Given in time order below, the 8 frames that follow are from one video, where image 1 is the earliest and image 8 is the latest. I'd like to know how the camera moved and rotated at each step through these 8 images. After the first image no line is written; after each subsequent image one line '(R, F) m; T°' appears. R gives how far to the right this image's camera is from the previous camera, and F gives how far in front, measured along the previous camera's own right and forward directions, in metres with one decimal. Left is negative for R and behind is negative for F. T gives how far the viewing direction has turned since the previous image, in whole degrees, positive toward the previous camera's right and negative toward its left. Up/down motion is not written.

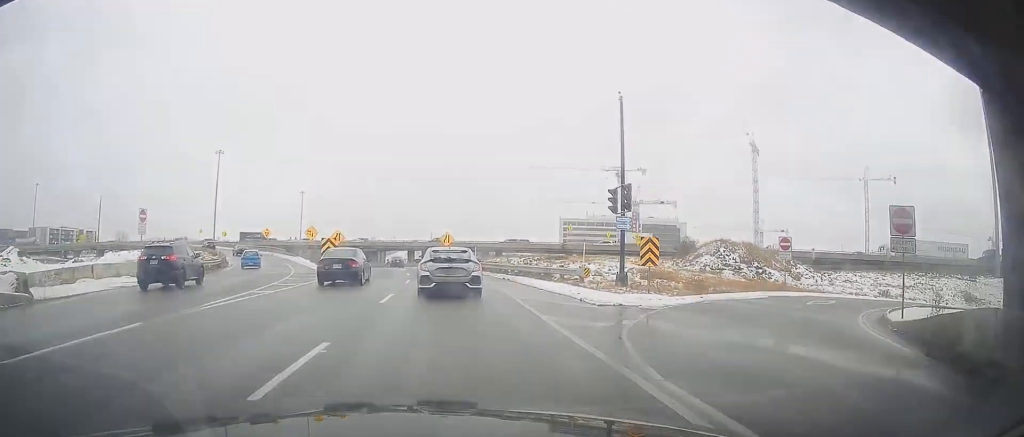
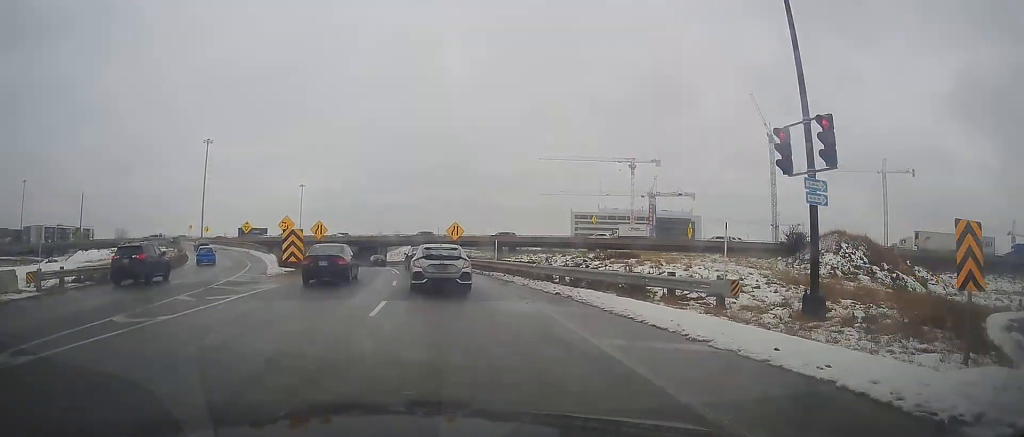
(-0.1, +11.7) m; -2°
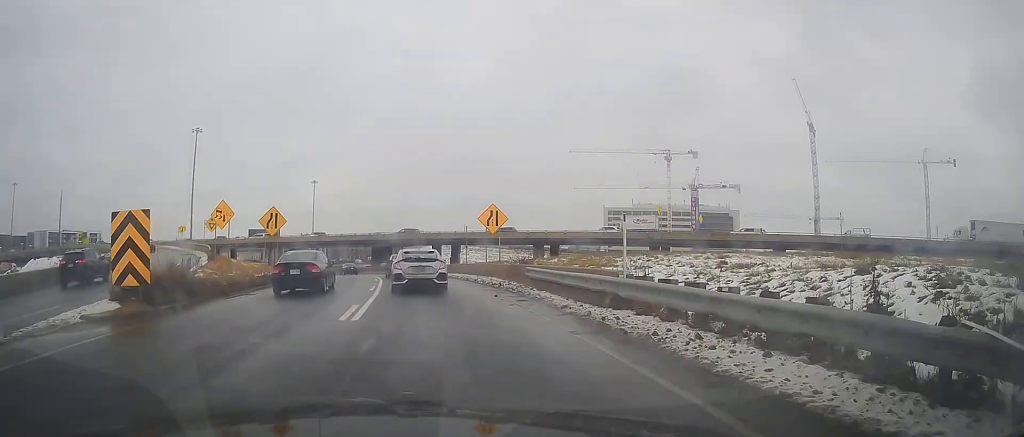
(-0.6, +18.9) m; -3°
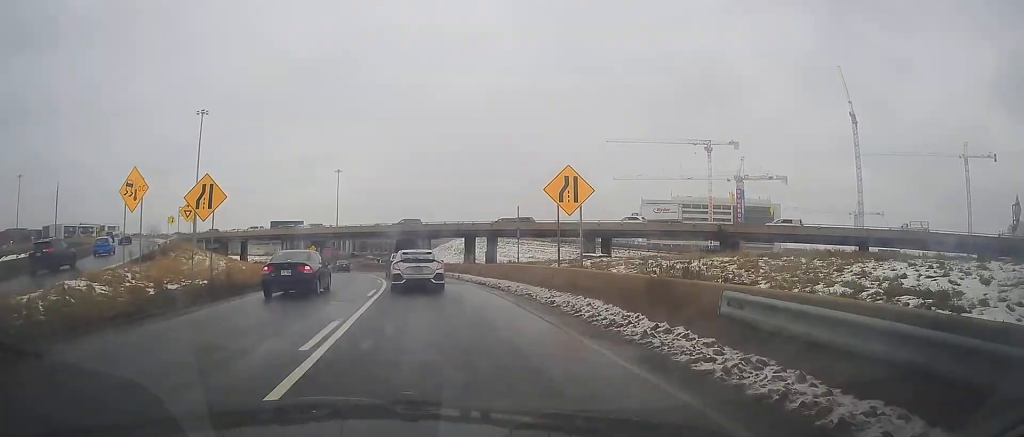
(-0.2, +12.4) m; -3°
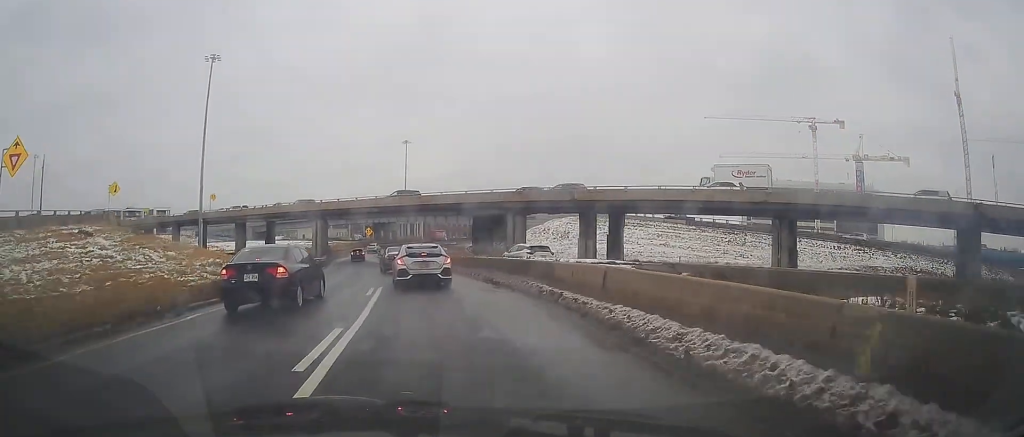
(-2.1, +28.1) m; -9°
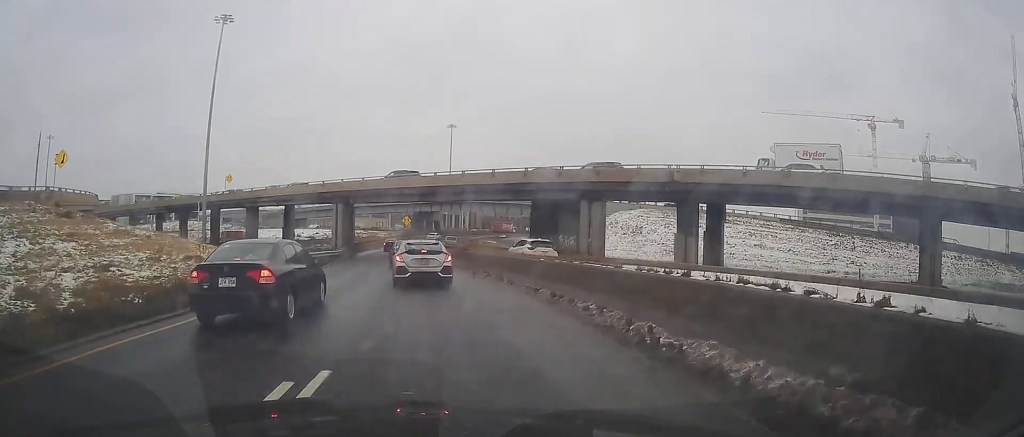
(-0.5, +12.9) m; -4°
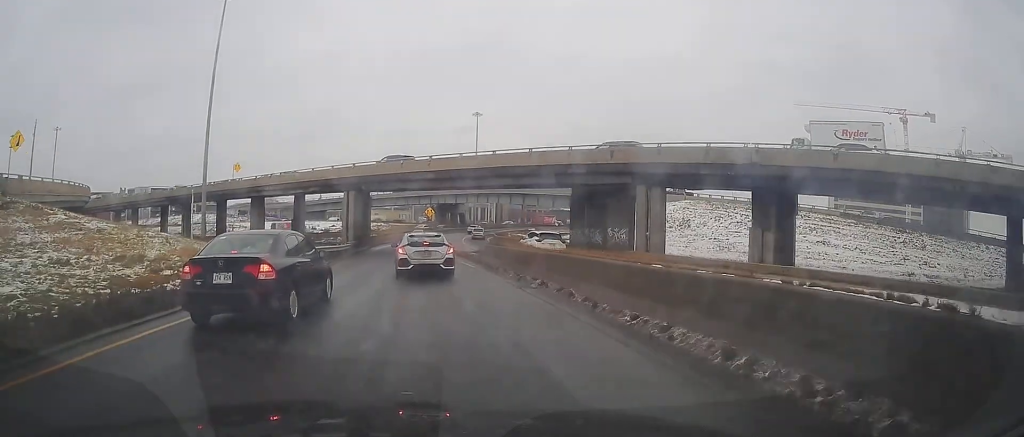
(-0.2, +7.2) m; -2°
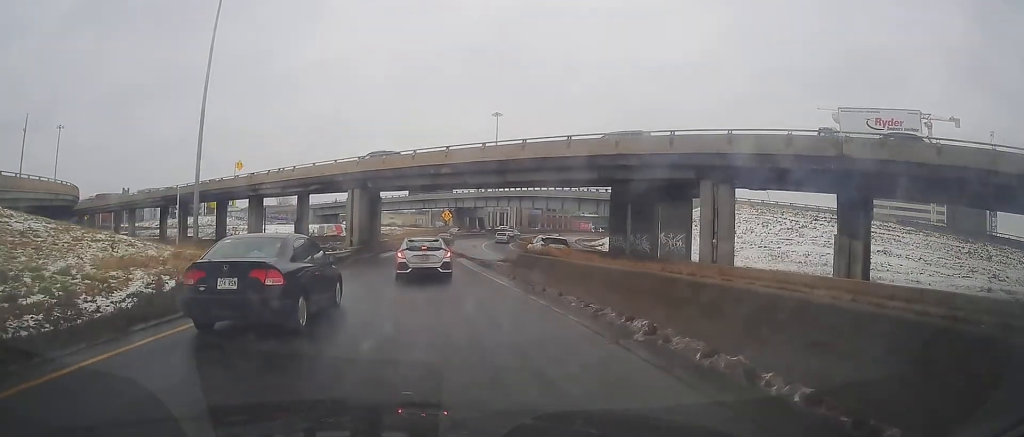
(0.0, +7.2) m; -2°
